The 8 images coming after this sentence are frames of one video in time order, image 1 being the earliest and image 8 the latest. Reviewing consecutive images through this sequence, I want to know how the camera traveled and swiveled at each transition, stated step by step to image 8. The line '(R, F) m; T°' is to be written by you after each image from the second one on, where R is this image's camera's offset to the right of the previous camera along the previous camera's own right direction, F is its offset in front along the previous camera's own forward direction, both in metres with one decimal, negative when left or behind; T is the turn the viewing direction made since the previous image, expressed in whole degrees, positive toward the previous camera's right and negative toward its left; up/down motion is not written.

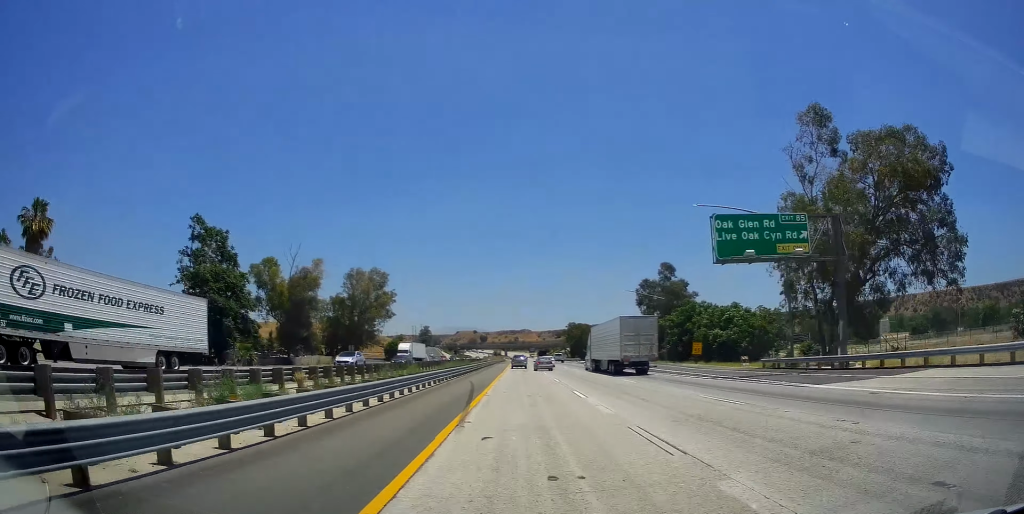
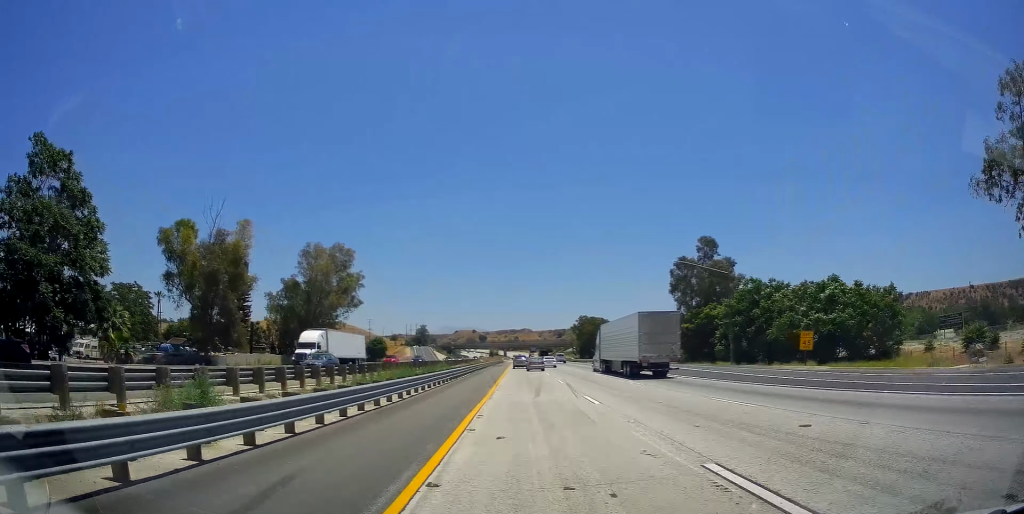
(-0.2, +27.9) m; +1°
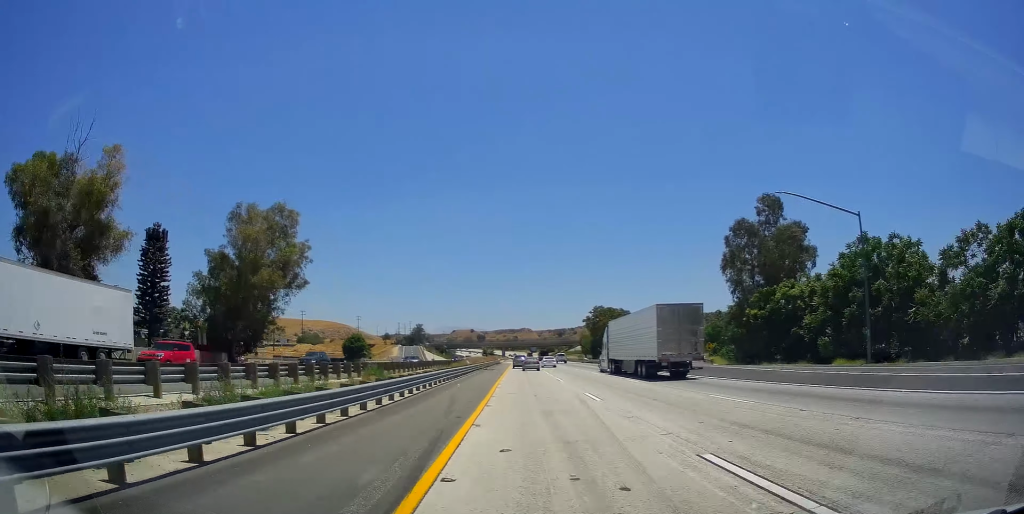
(+0.5, +28.0) m; 0°
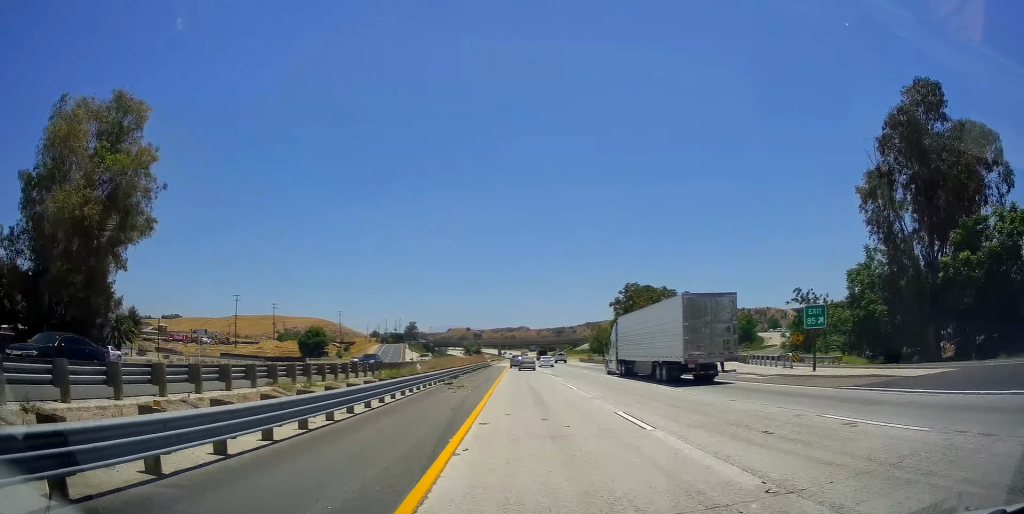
(-0.1, +36.6) m; 0°
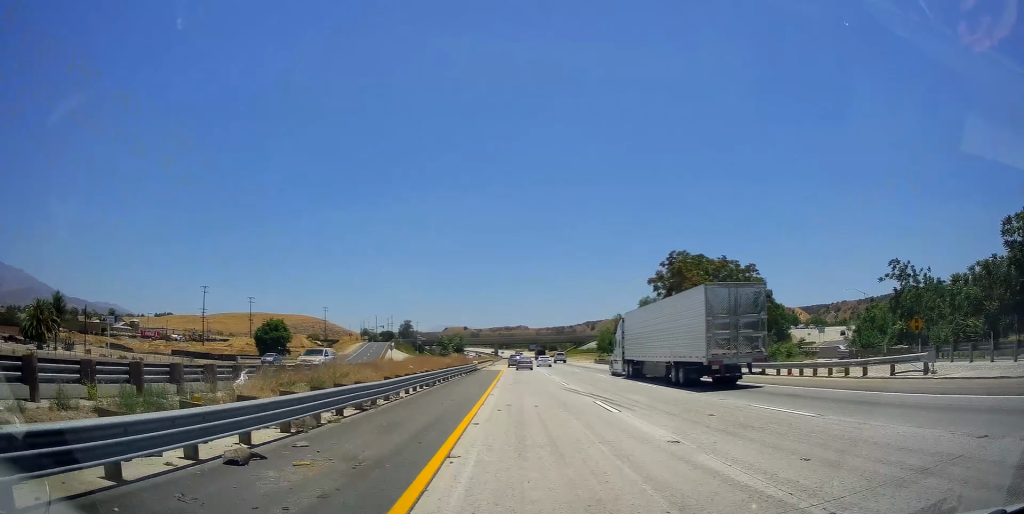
(-0.2, +24.5) m; 0°
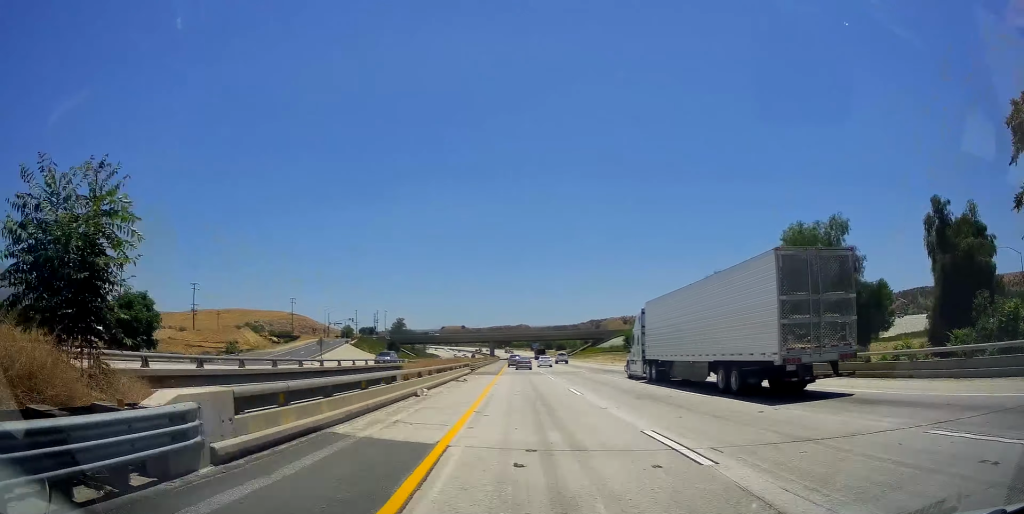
(-0.1, +44.9) m; 0°
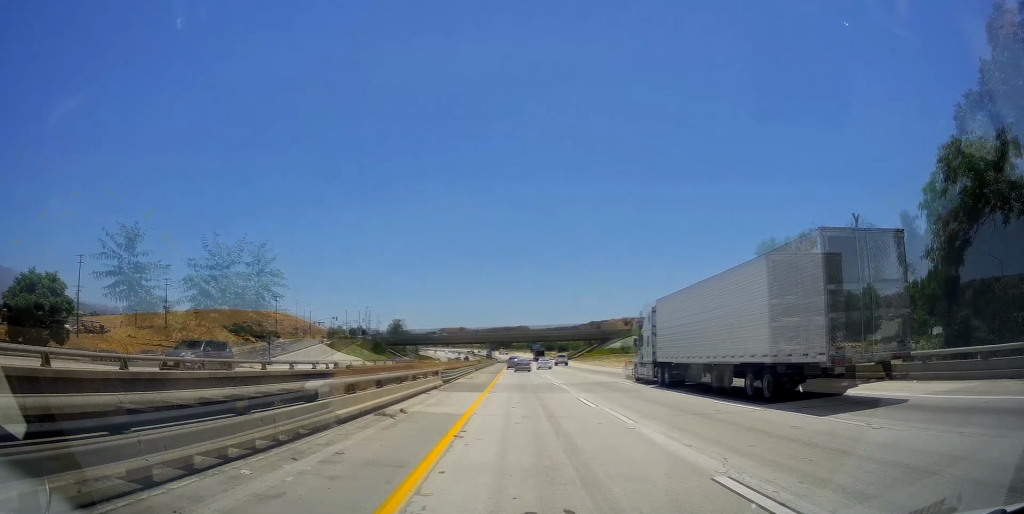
(-0.1, +16.3) m; 0°
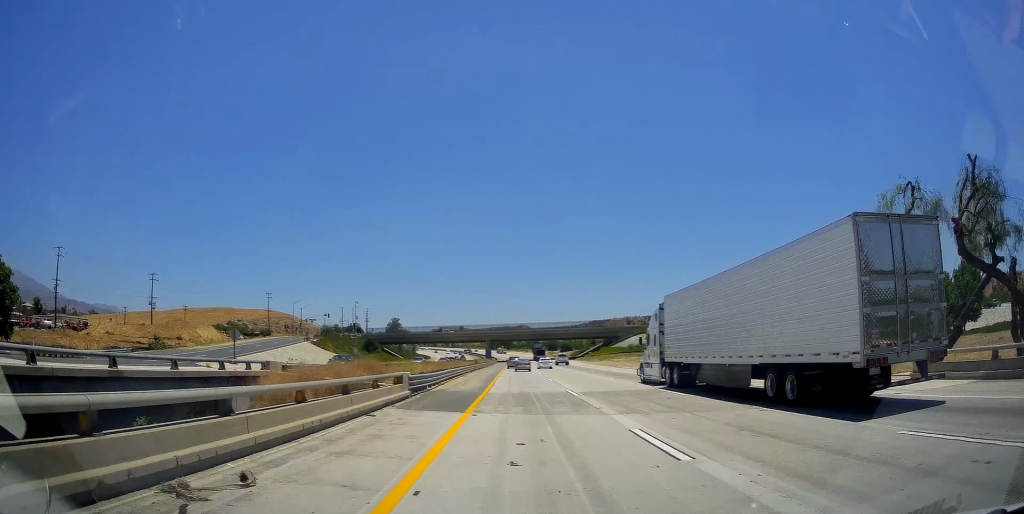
(+0.2, +33.9) m; +1°
